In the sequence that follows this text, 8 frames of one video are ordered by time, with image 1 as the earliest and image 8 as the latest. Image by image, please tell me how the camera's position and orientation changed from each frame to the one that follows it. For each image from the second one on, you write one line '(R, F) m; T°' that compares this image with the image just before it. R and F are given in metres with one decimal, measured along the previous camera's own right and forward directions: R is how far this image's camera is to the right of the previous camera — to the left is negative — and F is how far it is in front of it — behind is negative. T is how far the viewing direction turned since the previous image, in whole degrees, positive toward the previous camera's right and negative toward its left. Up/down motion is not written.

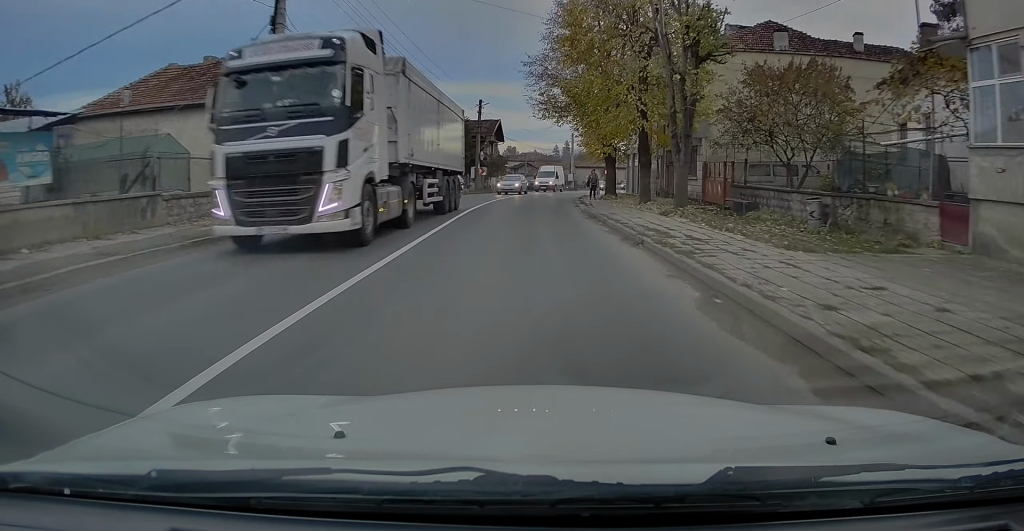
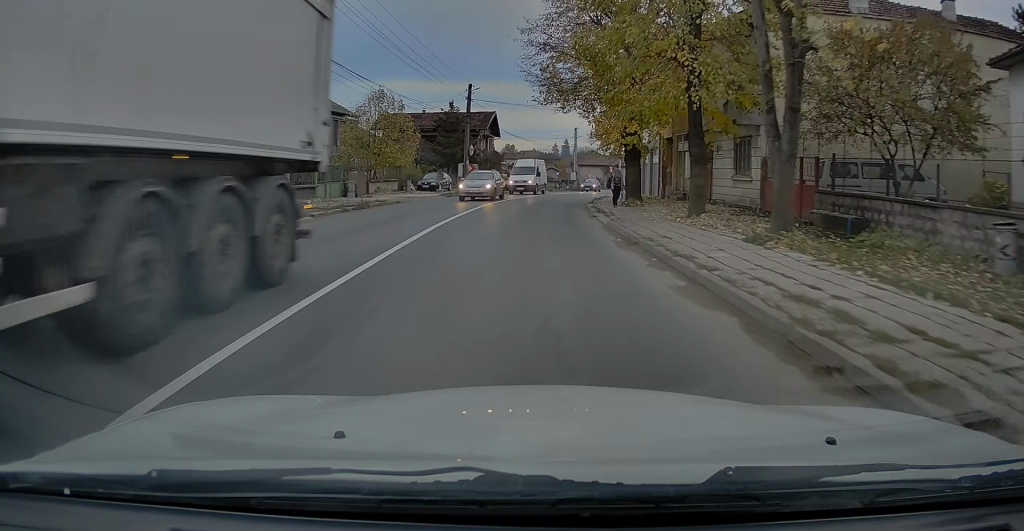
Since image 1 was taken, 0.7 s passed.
(+0.1, +7.8) m; +1°
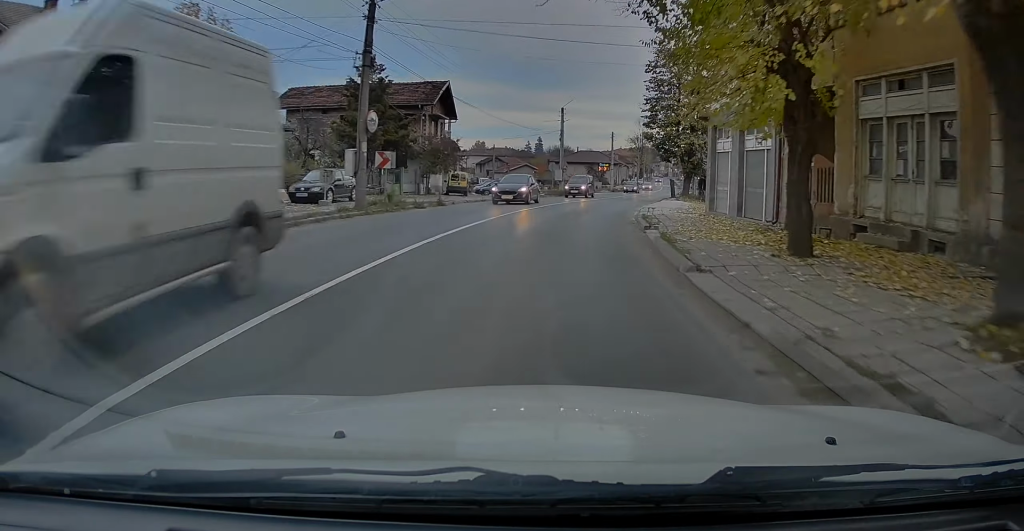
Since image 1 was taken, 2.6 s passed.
(0.0, +21.1) m; +1°
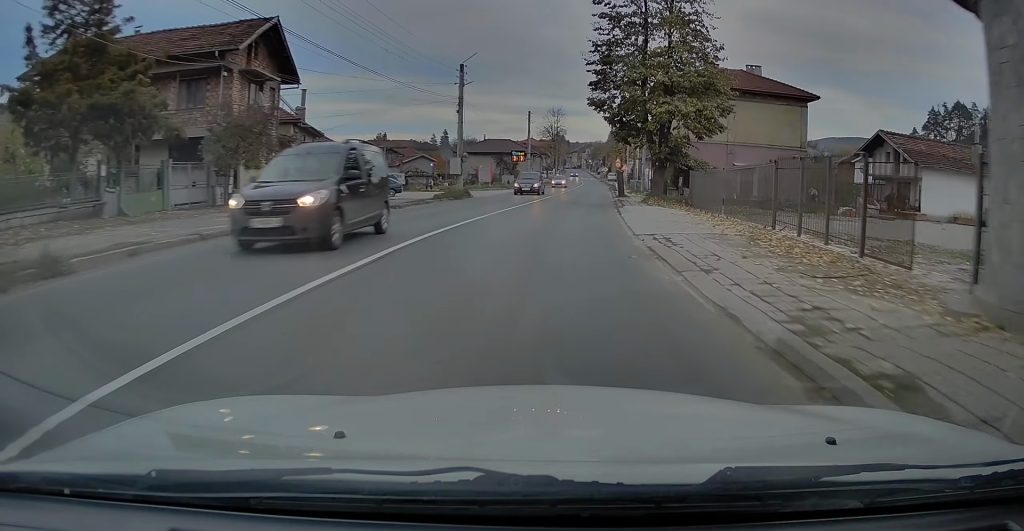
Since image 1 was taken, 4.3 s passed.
(+0.8, +17.5) m; +7°
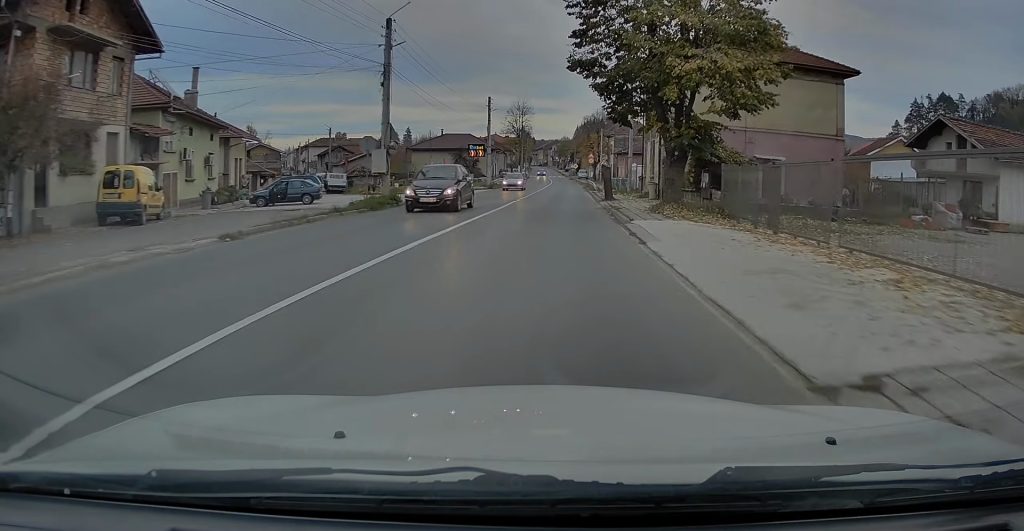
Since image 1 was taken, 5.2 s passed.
(+0.3, +11.6) m; +3°
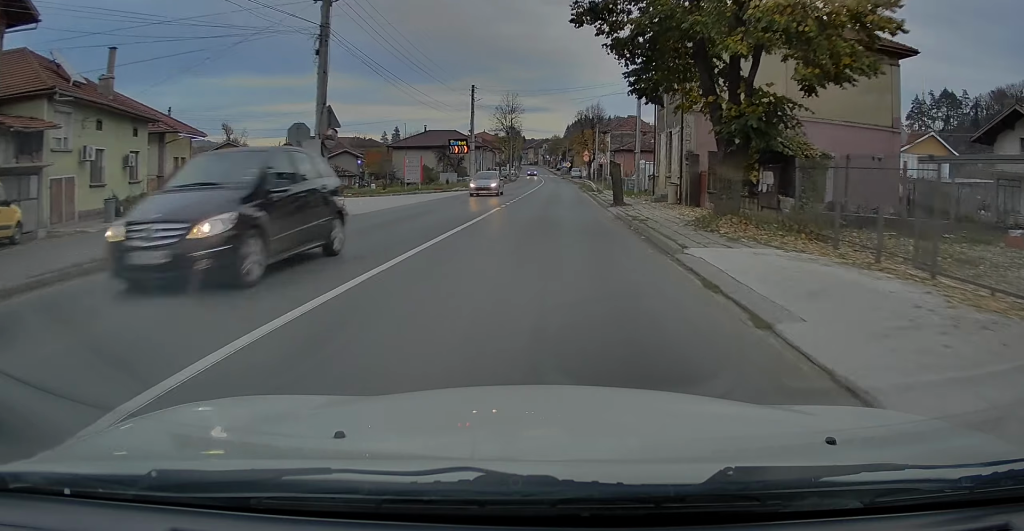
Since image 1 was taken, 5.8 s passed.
(+0.2, +7.4) m; +2°
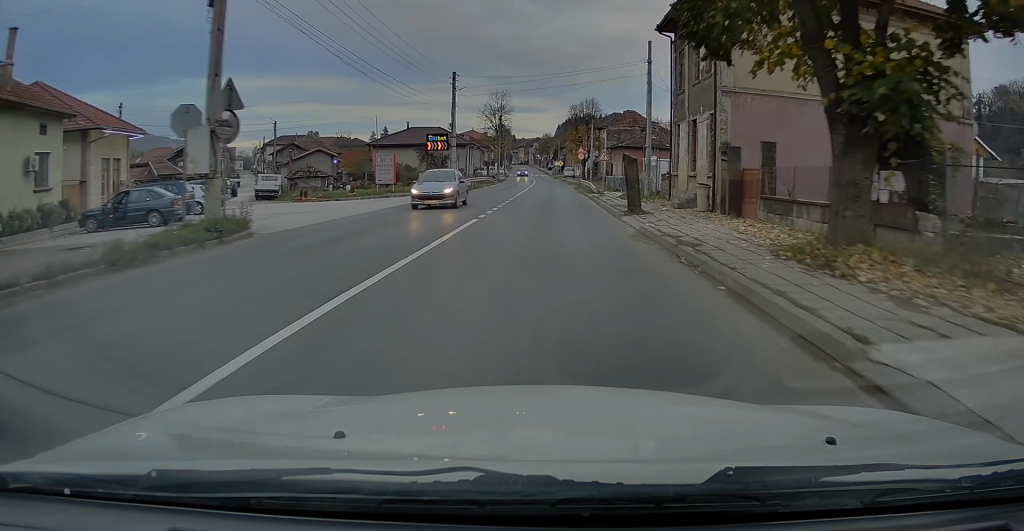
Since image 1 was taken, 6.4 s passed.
(+0.1, +6.5) m; +1°
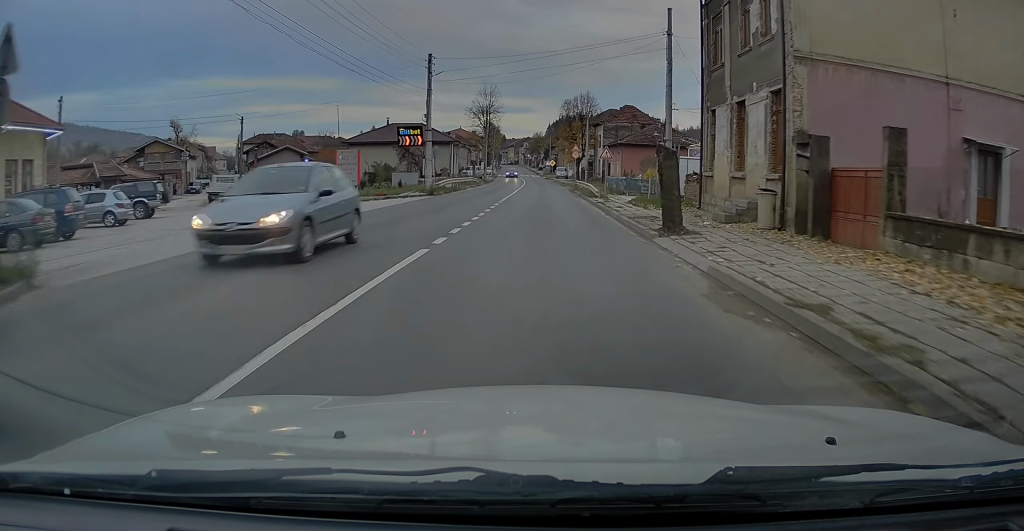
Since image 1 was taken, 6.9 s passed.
(+0.1, +6.5) m; +1°
